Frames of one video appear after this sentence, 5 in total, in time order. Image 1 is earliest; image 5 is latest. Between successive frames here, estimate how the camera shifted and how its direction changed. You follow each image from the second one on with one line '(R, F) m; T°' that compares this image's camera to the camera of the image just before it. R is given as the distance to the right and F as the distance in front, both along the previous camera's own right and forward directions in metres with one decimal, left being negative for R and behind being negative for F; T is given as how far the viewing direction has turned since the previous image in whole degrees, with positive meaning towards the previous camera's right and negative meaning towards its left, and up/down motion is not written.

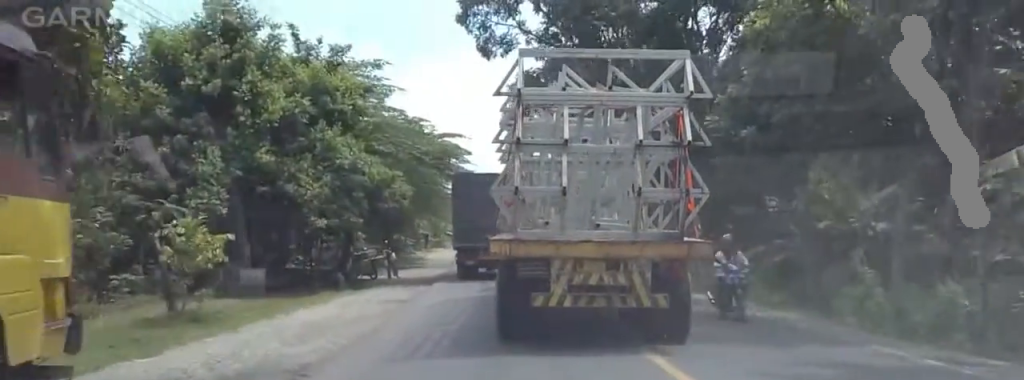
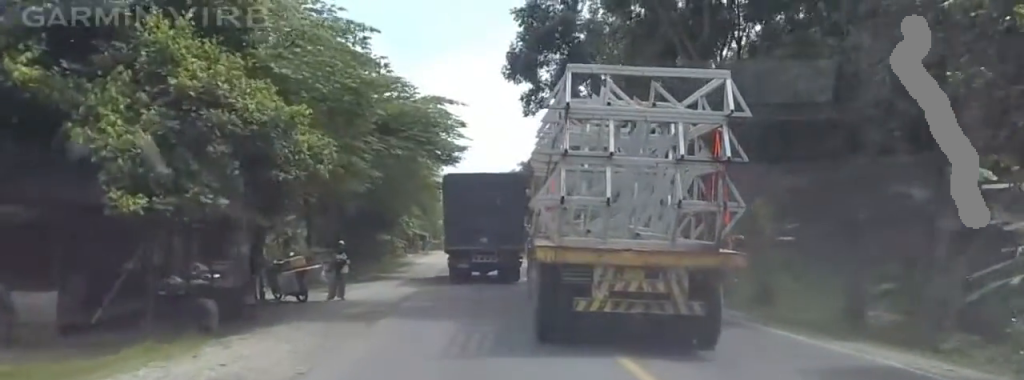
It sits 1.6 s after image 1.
(+0.1, +12.0) m; +4°
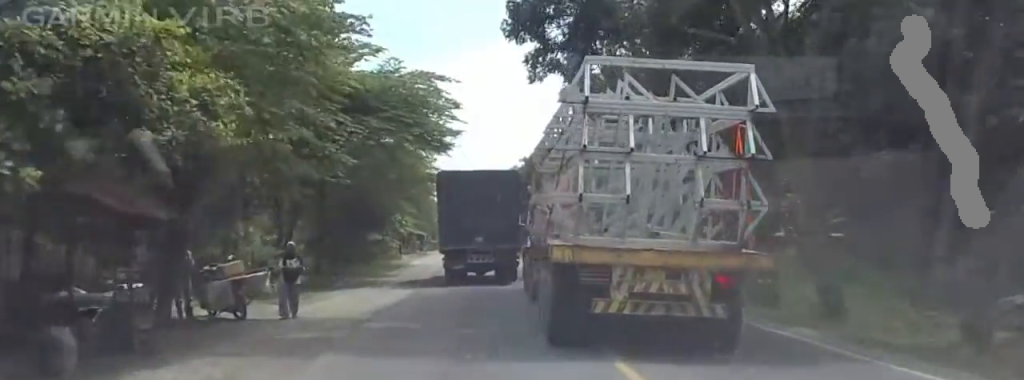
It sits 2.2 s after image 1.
(+0.3, +4.8) m; 0°
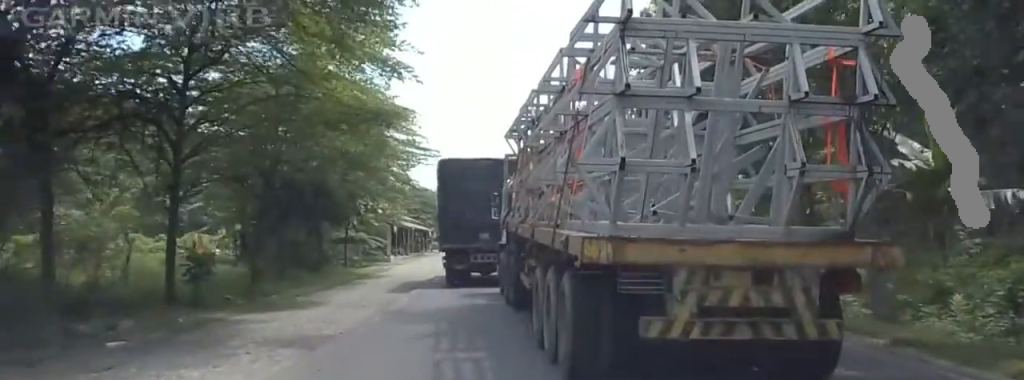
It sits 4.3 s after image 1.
(-0.3, +16.7) m; 0°
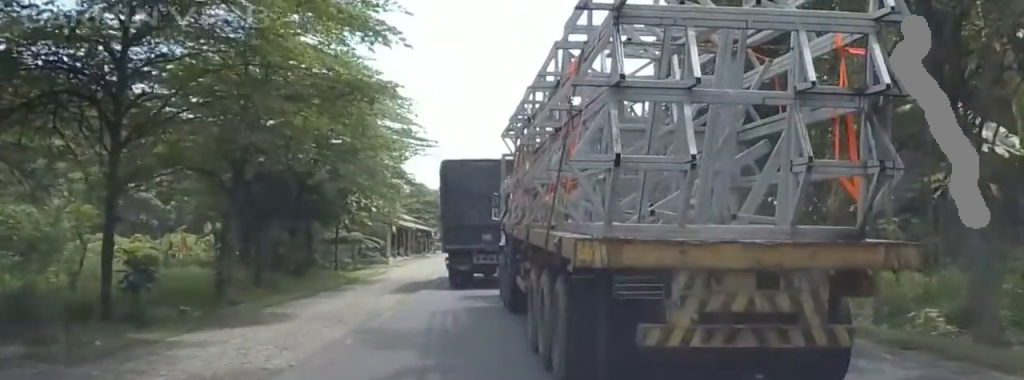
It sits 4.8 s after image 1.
(0.0, +3.8) m; 0°
